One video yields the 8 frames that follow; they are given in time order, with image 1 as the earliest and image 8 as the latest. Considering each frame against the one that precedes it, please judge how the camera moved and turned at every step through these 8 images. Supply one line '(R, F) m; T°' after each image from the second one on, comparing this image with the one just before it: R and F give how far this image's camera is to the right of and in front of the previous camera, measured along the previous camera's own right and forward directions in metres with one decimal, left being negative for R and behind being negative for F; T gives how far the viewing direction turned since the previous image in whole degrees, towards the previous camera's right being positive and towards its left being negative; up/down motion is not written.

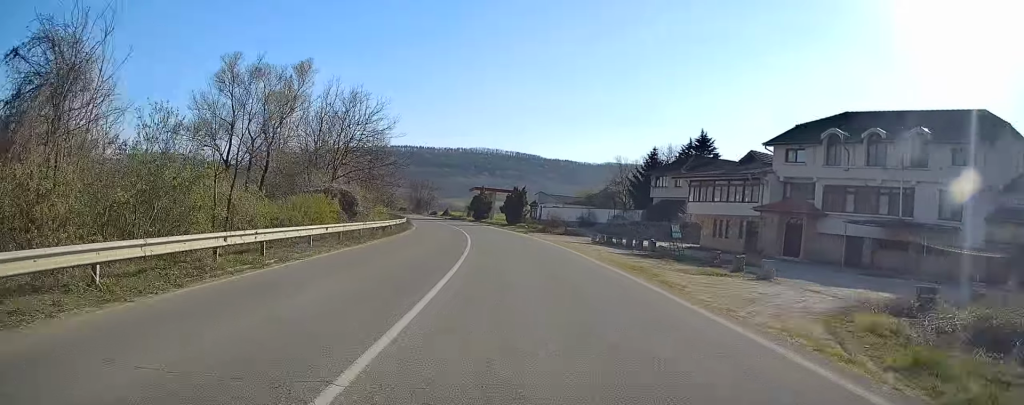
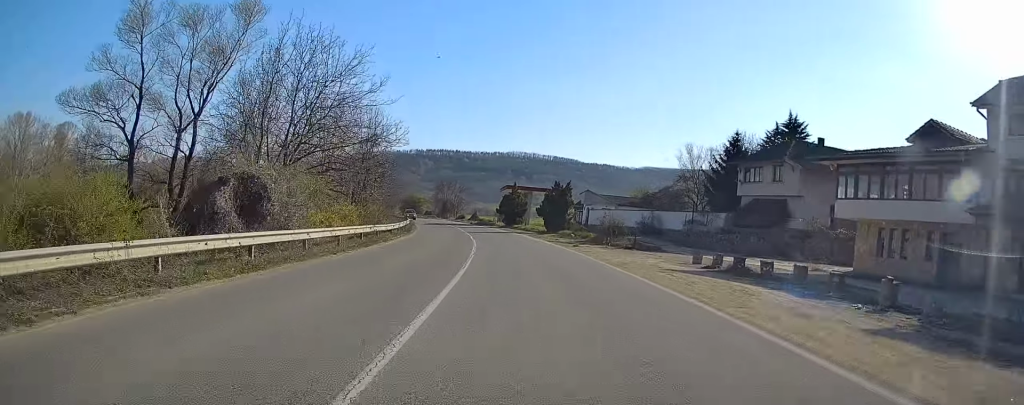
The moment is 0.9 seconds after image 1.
(-0.3, +17.6) m; -3°
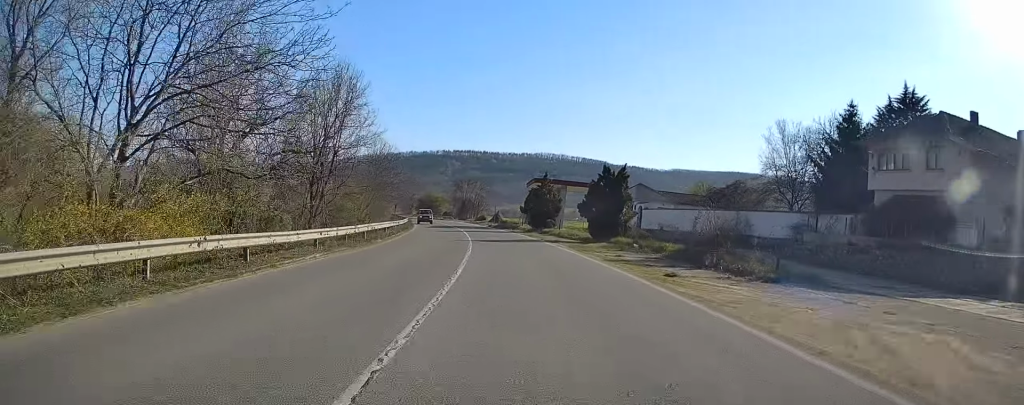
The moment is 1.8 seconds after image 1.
(-0.5, +16.7) m; -3°
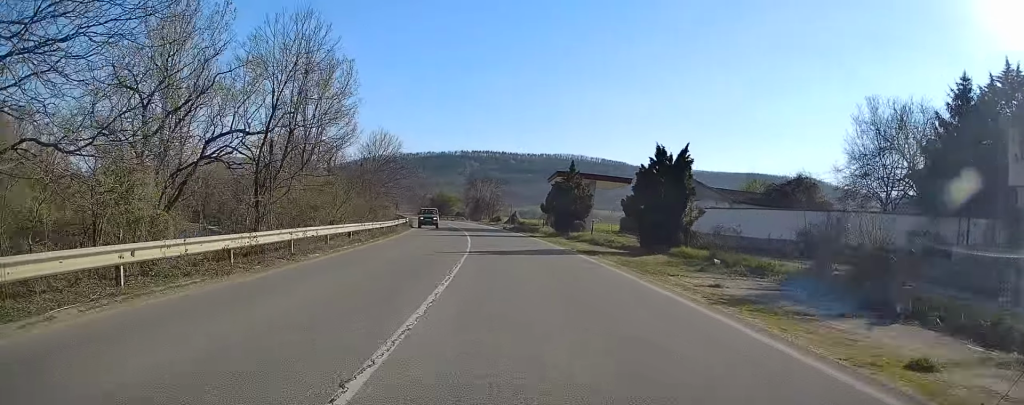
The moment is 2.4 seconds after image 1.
(-0.1, +10.4) m; -2°
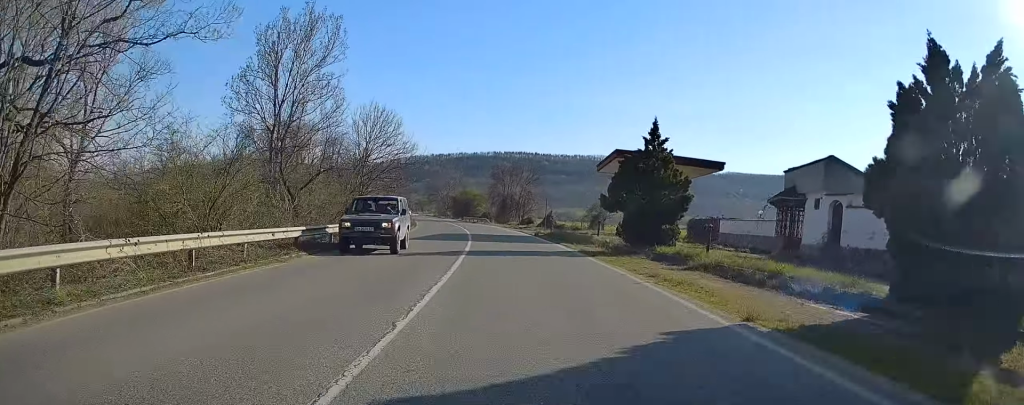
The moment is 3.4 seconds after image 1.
(-0.5, +17.6) m; -3°
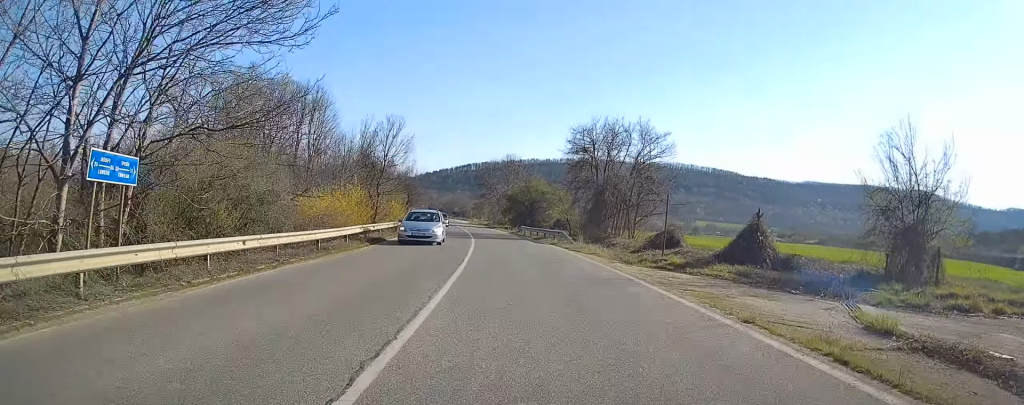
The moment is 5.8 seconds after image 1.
(-2.5, +43.3) m; -6°
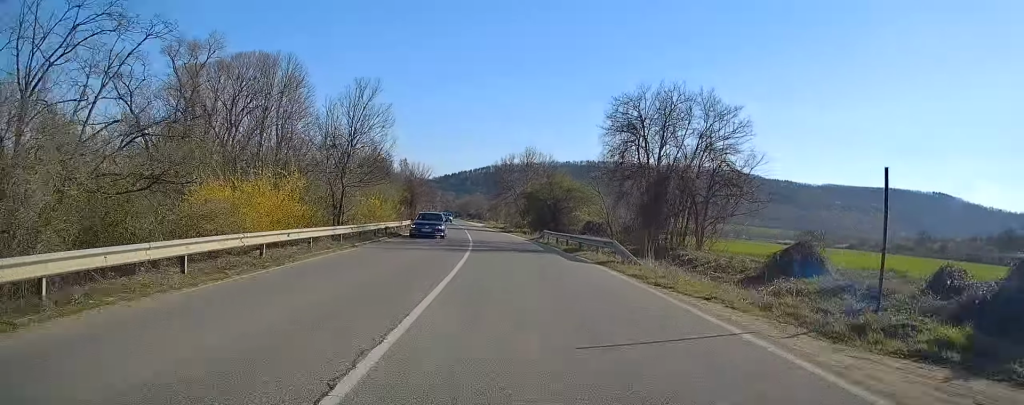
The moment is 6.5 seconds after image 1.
(0.0, +12.9) m; -2°
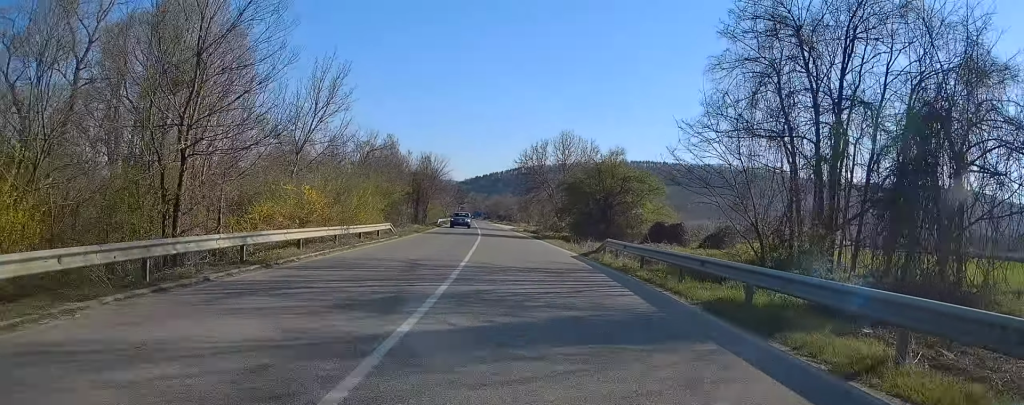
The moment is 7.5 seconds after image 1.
(-0.4, +17.5) m; -2°
